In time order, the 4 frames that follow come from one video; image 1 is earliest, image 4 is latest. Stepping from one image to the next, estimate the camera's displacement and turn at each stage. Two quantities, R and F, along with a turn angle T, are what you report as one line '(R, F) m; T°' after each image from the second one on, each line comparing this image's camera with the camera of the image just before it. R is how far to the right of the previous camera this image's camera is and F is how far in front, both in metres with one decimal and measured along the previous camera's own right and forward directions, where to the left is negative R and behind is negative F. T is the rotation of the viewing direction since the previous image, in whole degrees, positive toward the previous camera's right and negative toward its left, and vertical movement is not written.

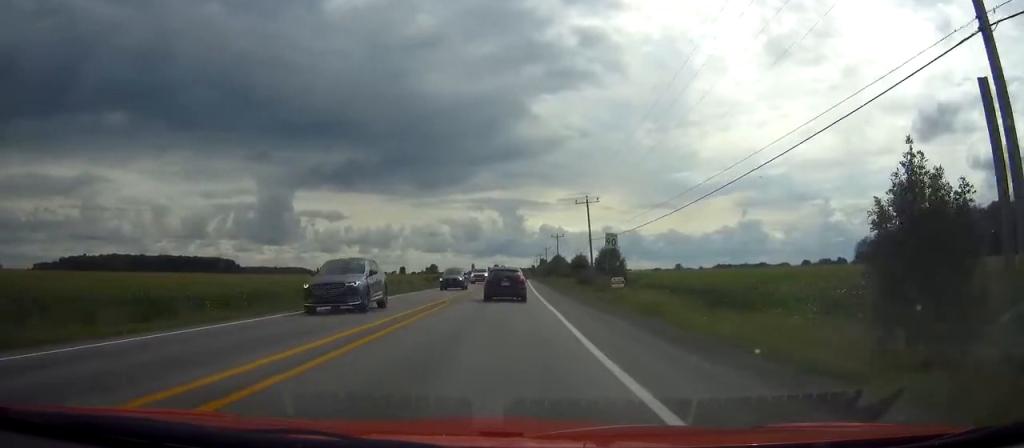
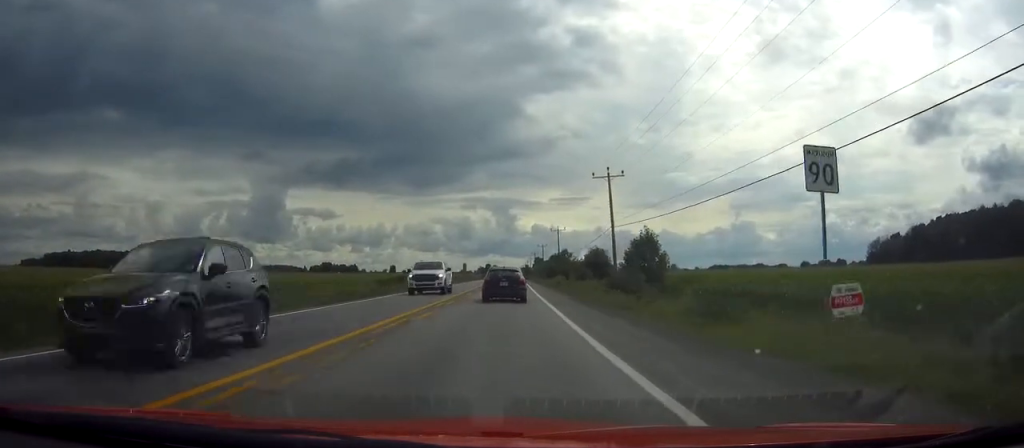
(+0.1, +23.0) m; +1°
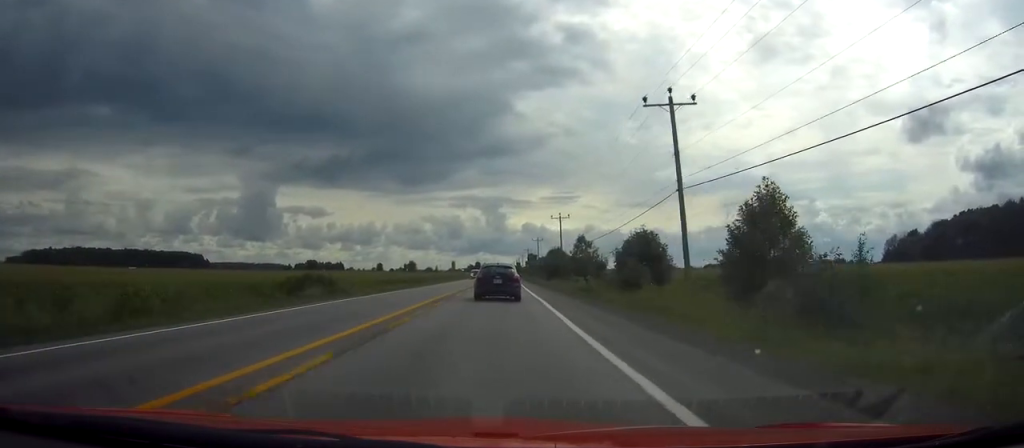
(+0.3, +27.2) m; +1°
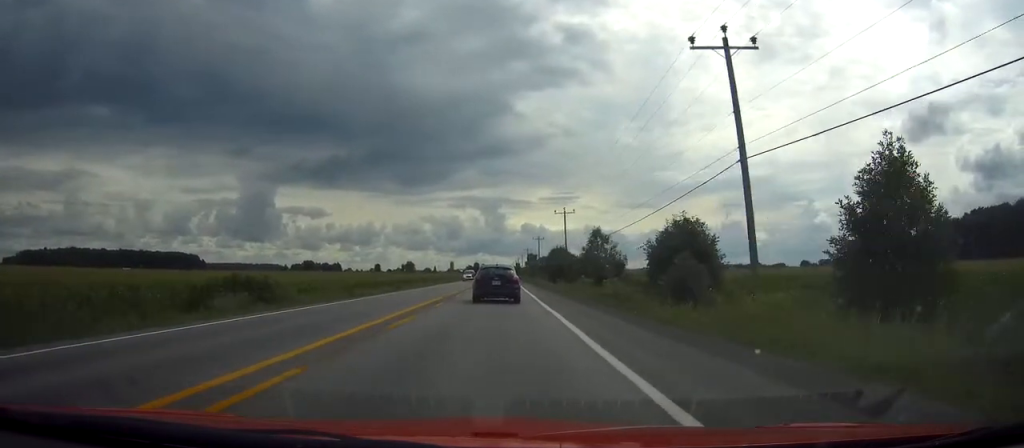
(0.0, +10.1) m; 0°
